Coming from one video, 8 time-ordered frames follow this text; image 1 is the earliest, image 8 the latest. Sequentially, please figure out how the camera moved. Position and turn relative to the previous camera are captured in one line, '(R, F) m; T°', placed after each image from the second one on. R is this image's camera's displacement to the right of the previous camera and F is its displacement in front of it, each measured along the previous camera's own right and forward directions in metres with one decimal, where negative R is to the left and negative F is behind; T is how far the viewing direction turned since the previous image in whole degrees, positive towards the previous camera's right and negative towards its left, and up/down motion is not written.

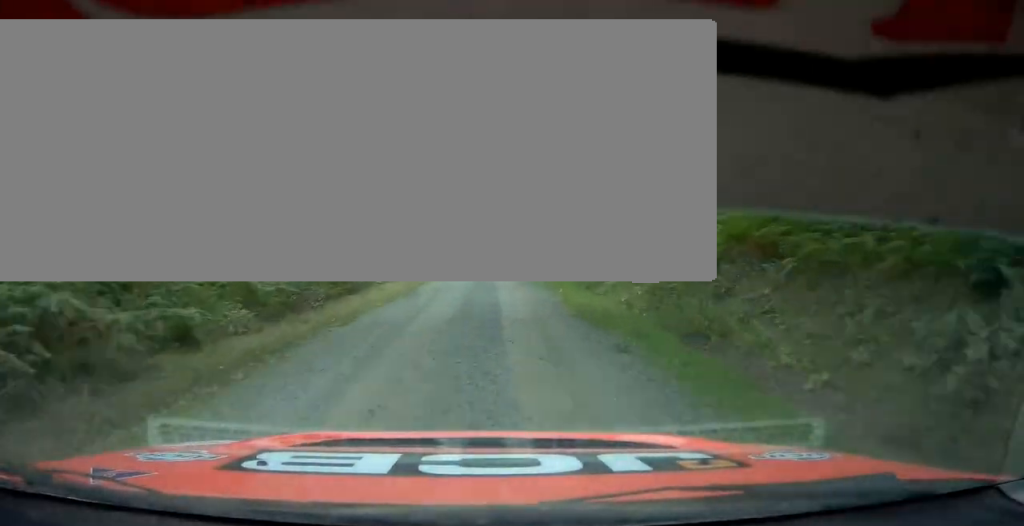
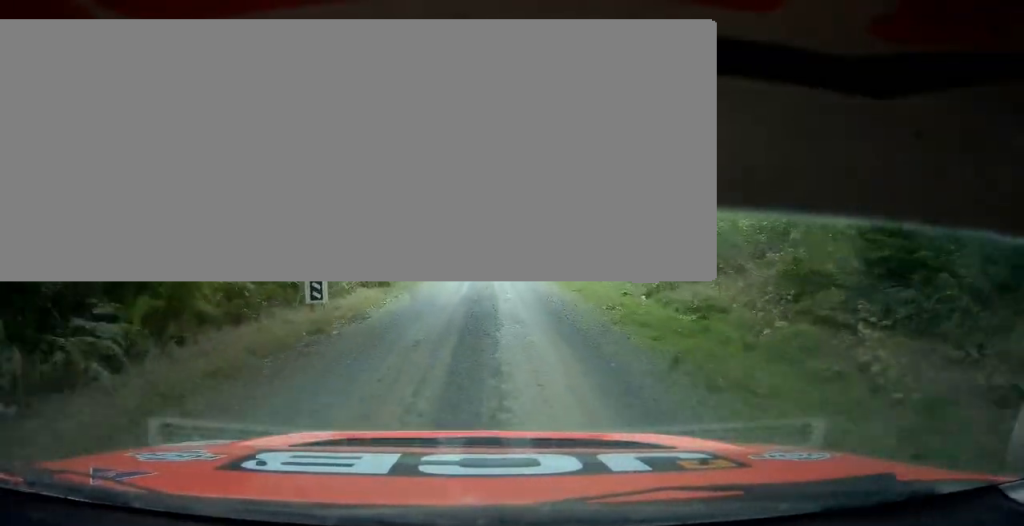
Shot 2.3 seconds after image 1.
(+0.5, +50.8) m; +3°
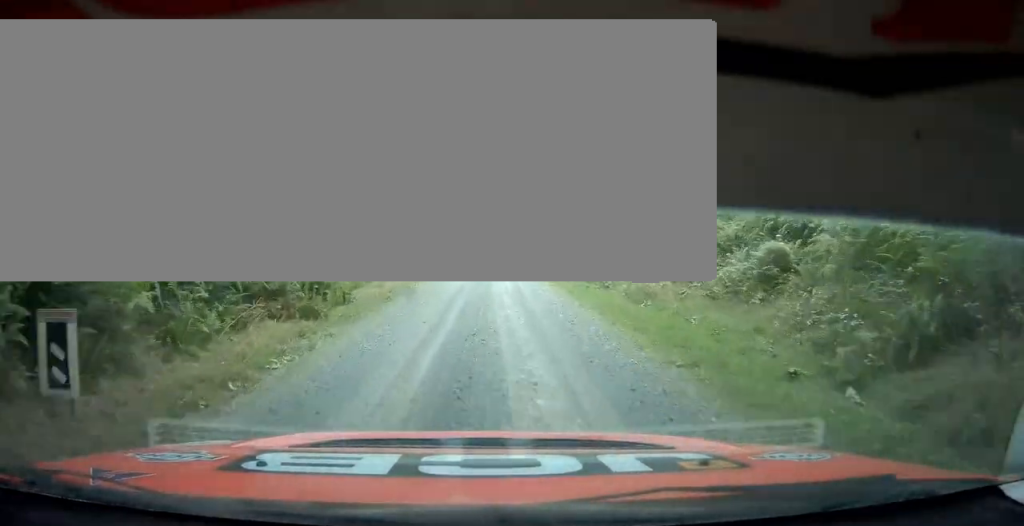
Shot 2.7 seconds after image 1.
(+0.2, +8.3) m; +1°
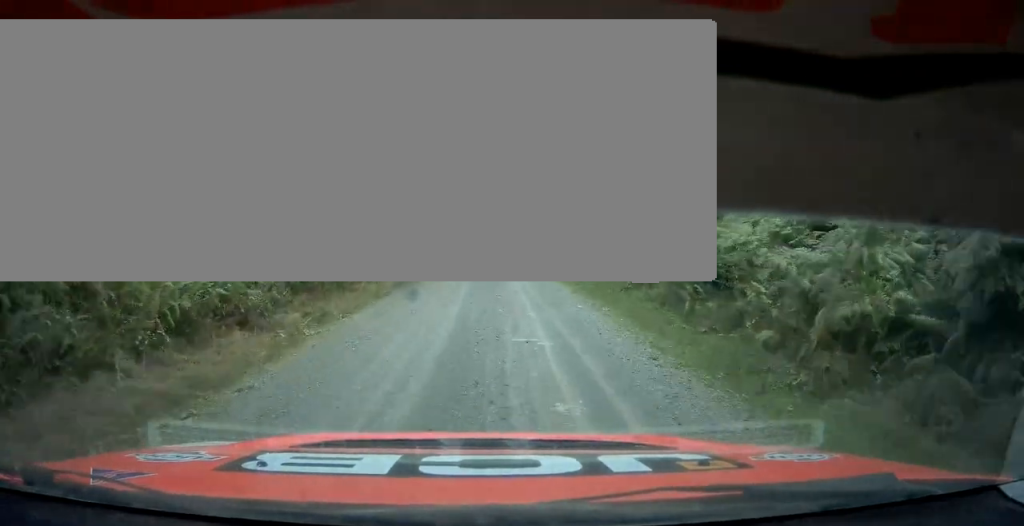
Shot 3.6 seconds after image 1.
(+0.2, +15.0) m; -2°
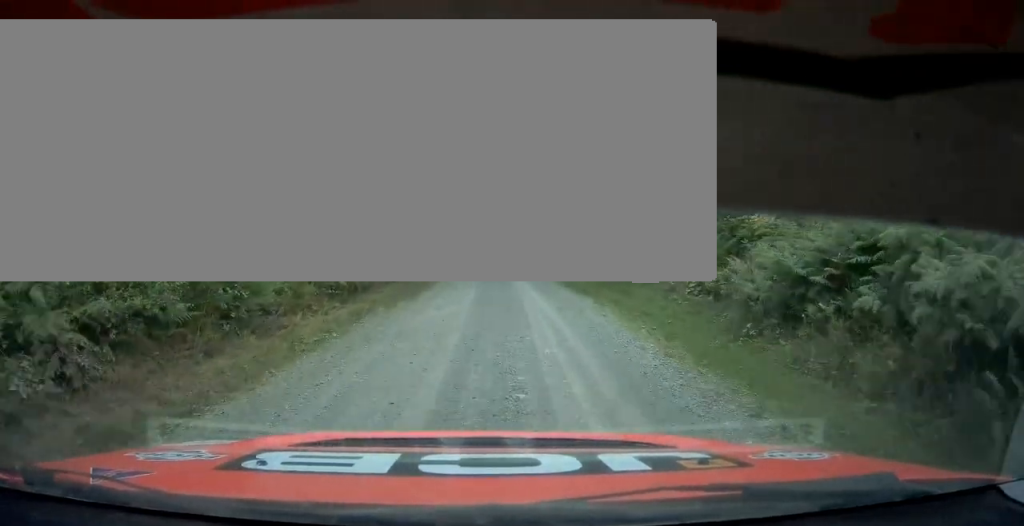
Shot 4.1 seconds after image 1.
(0.0, +6.6) m; -2°
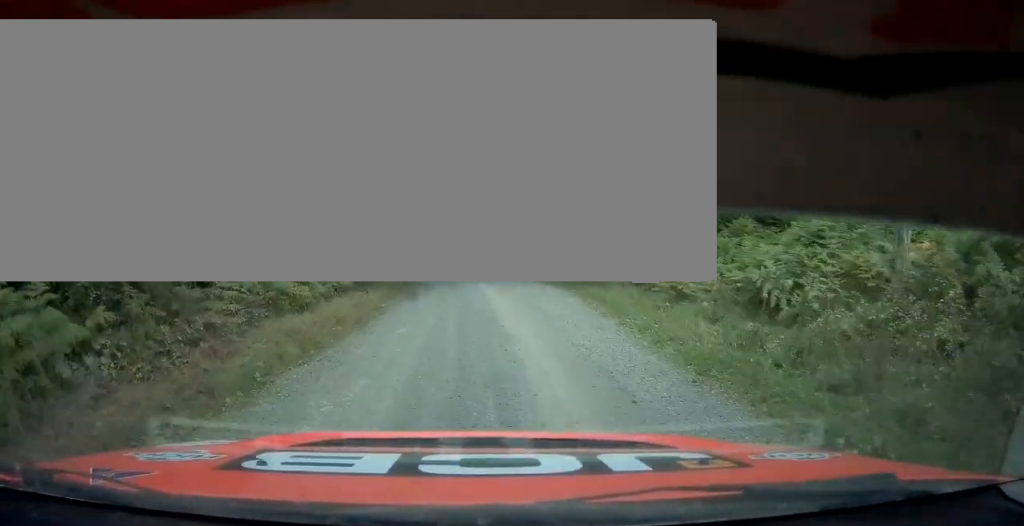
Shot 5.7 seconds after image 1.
(-1.3, +17.7) m; -5°
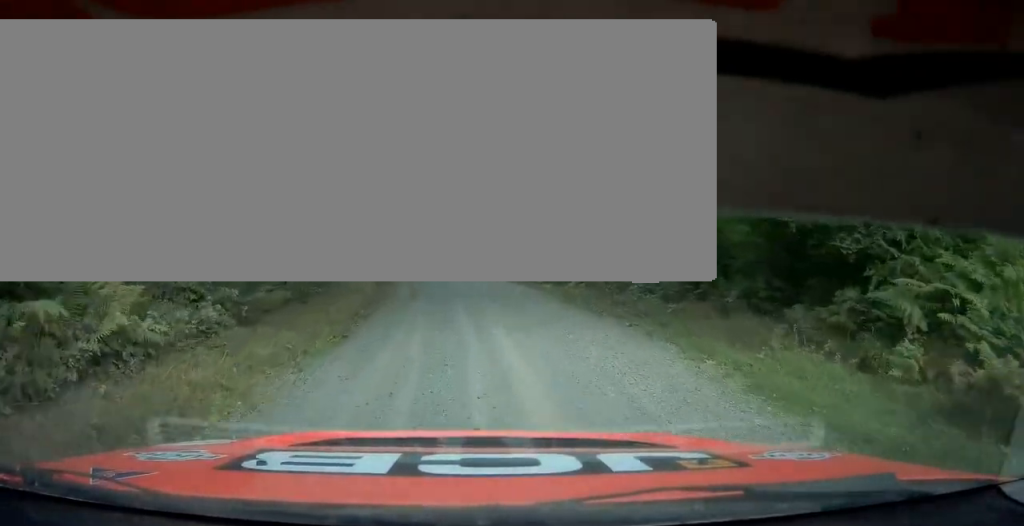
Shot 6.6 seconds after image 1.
(0.0, +8.4) m; 0°
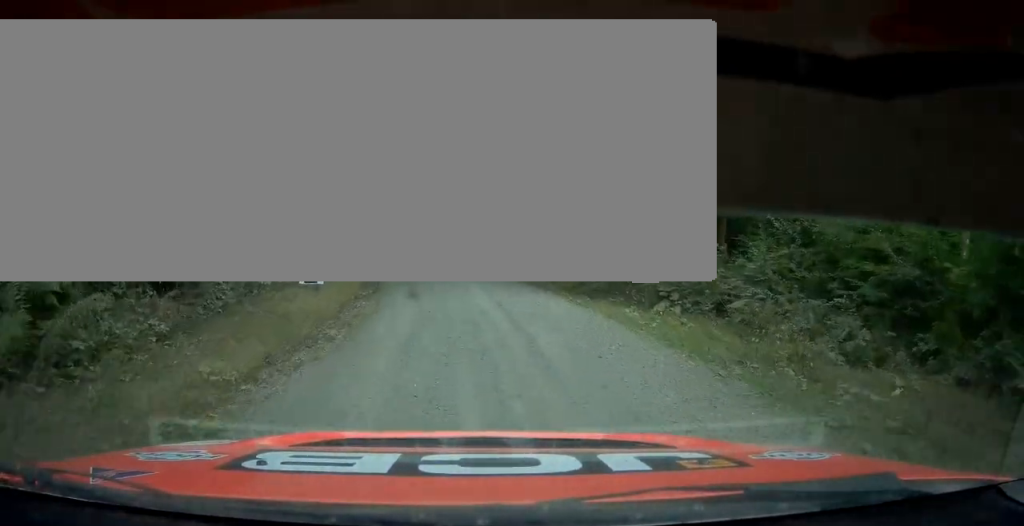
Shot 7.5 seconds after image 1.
(0.0, +6.8) m; 0°
